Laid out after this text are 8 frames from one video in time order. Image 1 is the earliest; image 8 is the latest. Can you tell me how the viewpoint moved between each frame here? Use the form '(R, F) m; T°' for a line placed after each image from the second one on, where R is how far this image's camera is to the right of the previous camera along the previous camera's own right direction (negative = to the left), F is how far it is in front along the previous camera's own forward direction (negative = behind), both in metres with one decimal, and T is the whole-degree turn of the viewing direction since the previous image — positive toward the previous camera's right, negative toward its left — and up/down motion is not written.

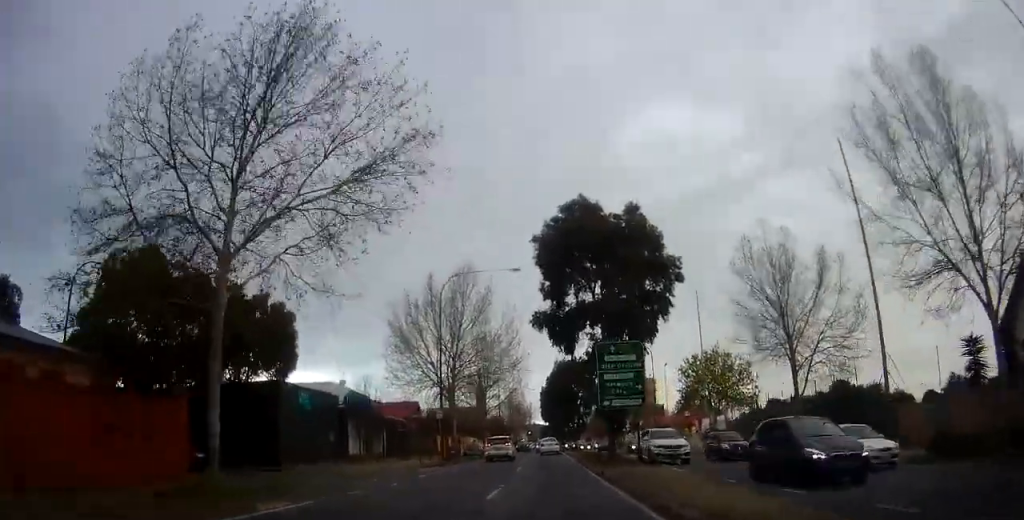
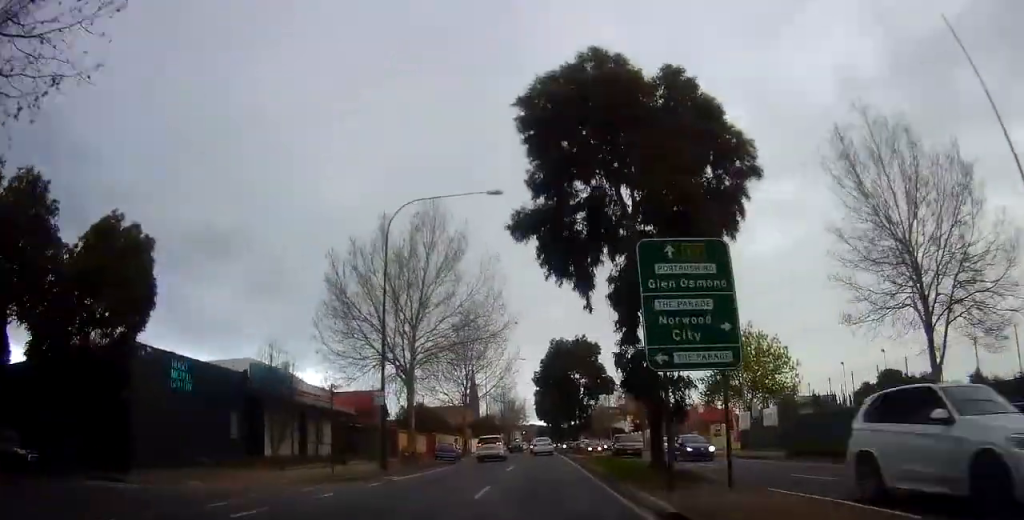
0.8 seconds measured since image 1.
(-0.6, +12.6) m; -1°
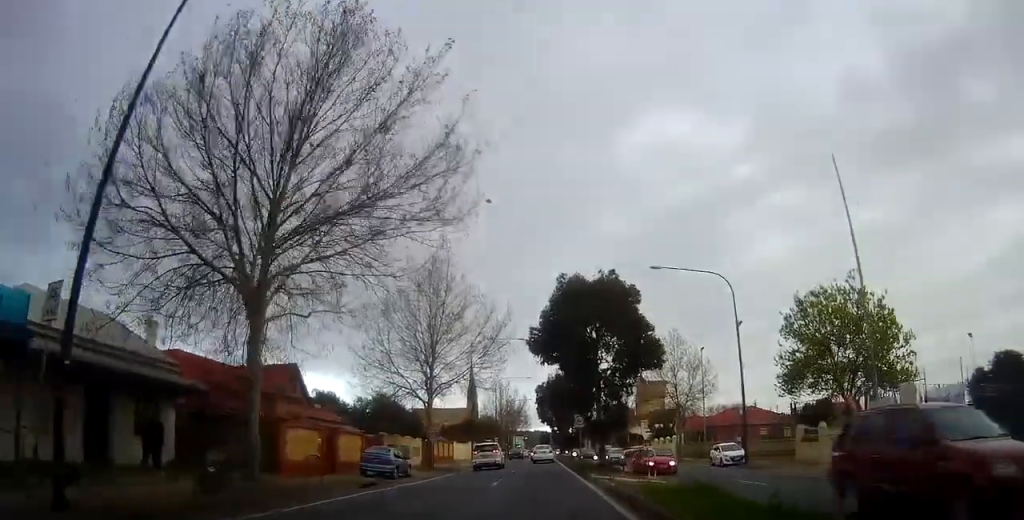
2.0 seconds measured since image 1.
(+0.7, +18.6) m; +3°
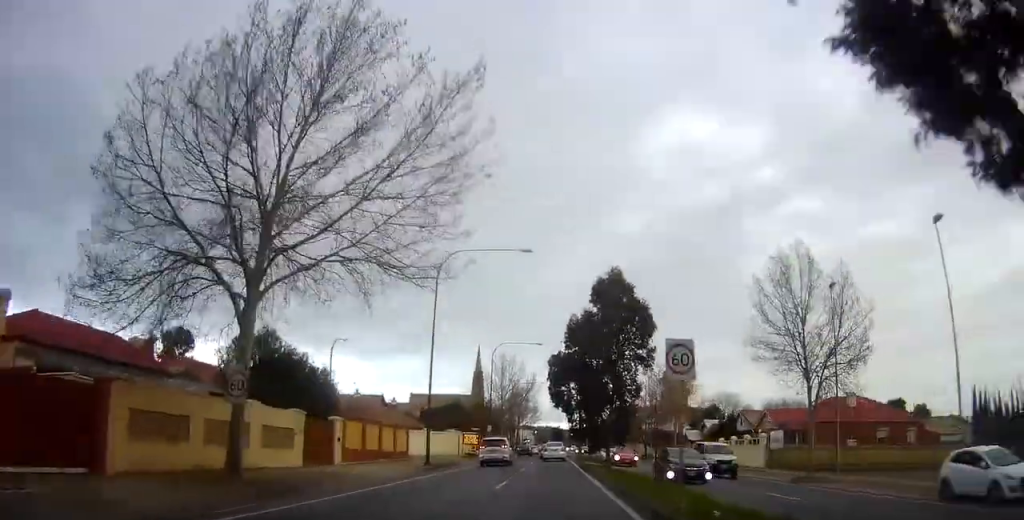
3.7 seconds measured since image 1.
(-0.7, +25.4) m; -1°
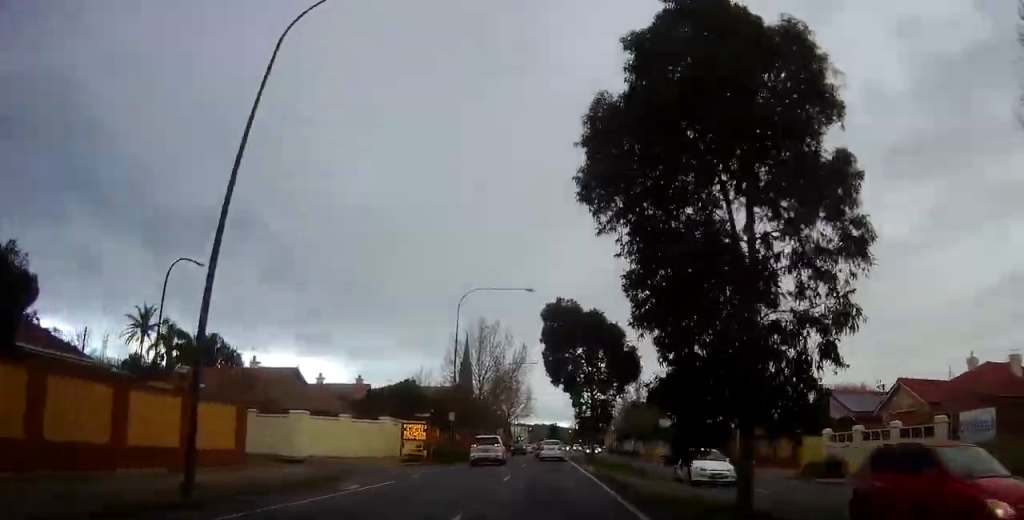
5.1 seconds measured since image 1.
(+0.5, +21.9) m; -1°
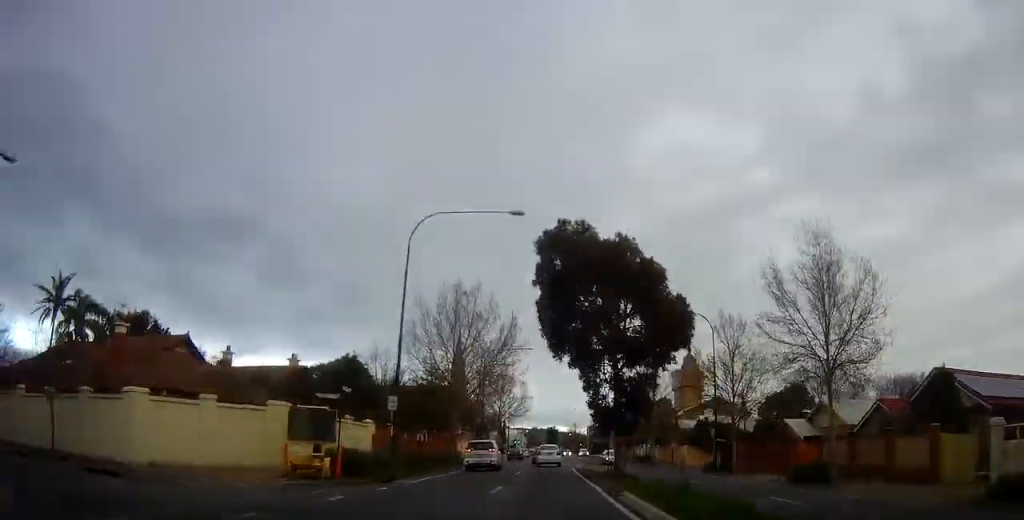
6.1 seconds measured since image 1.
(-0.5, +14.8) m; 0°
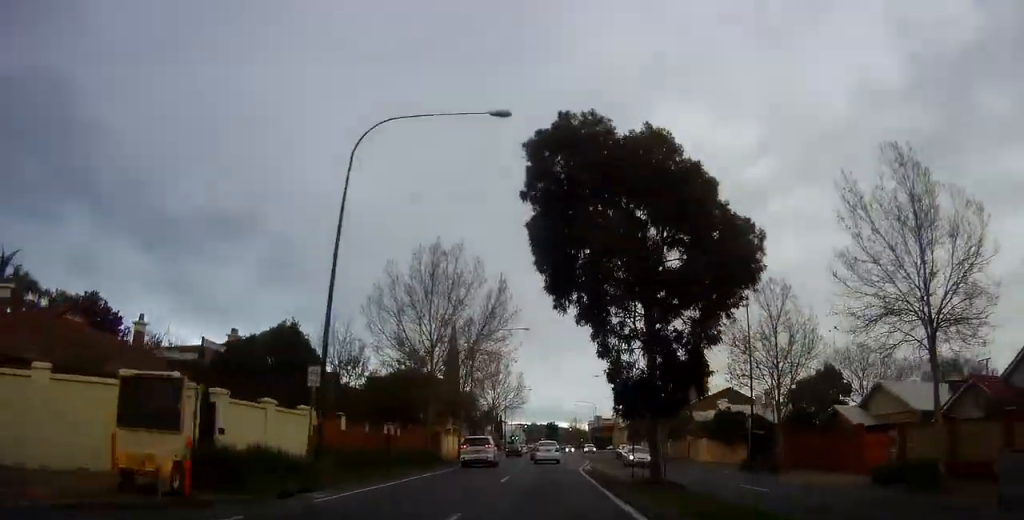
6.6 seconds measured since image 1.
(+0.1, +8.6) m; +2°
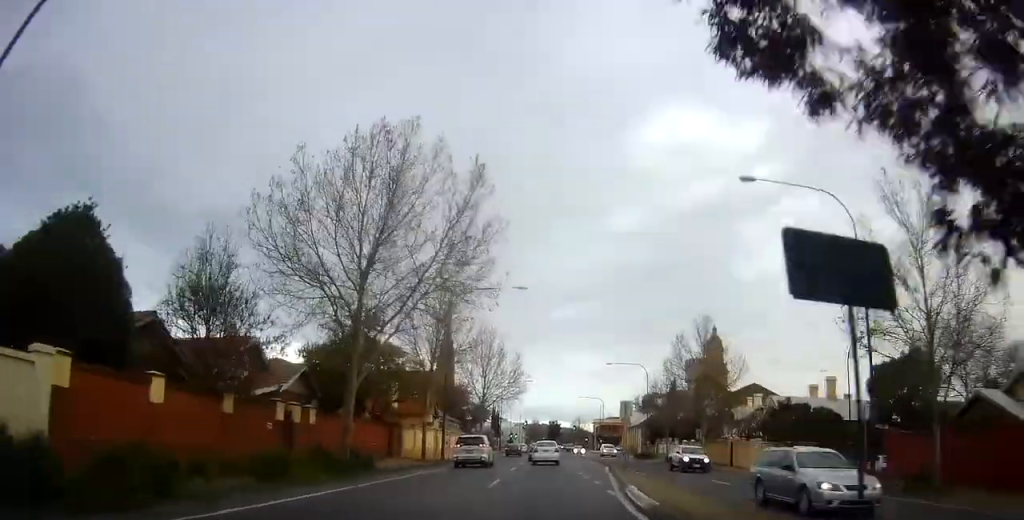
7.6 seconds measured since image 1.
(+0.4, +14.8) m; -1°
